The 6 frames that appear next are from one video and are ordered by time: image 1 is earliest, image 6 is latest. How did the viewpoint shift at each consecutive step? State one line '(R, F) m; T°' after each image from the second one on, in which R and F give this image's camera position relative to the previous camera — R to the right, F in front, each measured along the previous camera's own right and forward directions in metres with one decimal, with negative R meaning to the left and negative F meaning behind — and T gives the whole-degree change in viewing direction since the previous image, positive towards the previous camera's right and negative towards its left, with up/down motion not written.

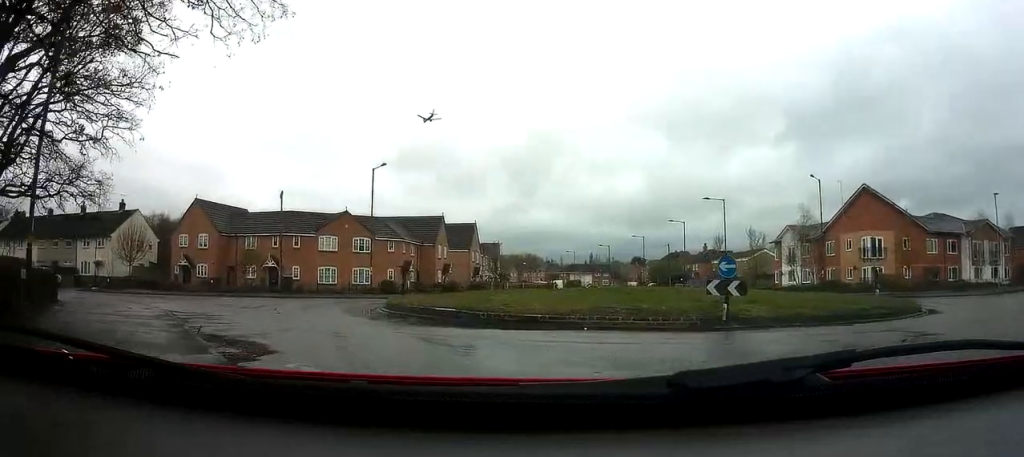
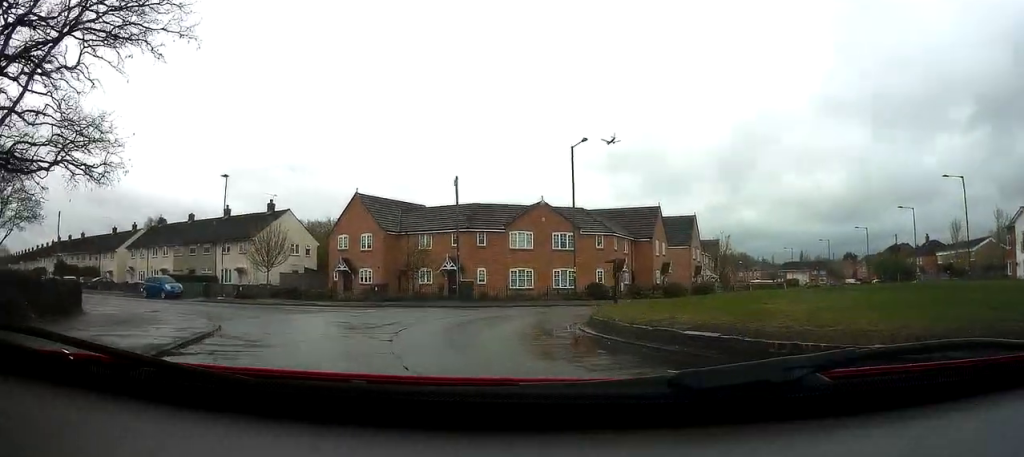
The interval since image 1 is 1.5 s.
(-1.5, +9.3) m; -17°
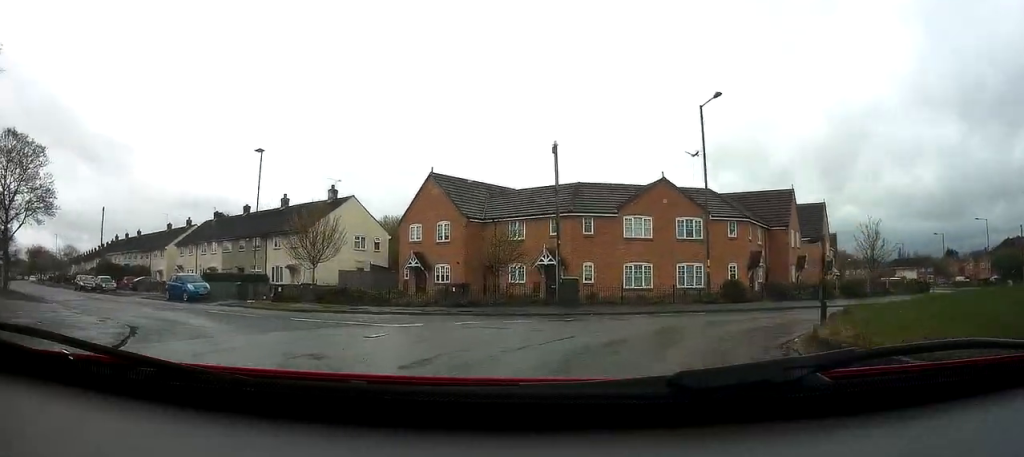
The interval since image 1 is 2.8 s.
(-0.8, +8.8) m; -4°
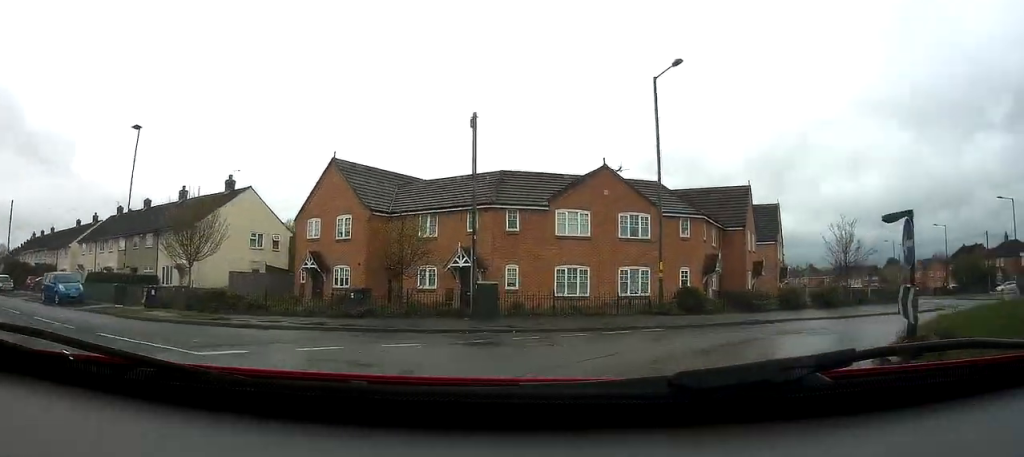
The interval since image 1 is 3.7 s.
(+0.1, +5.6) m; +5°
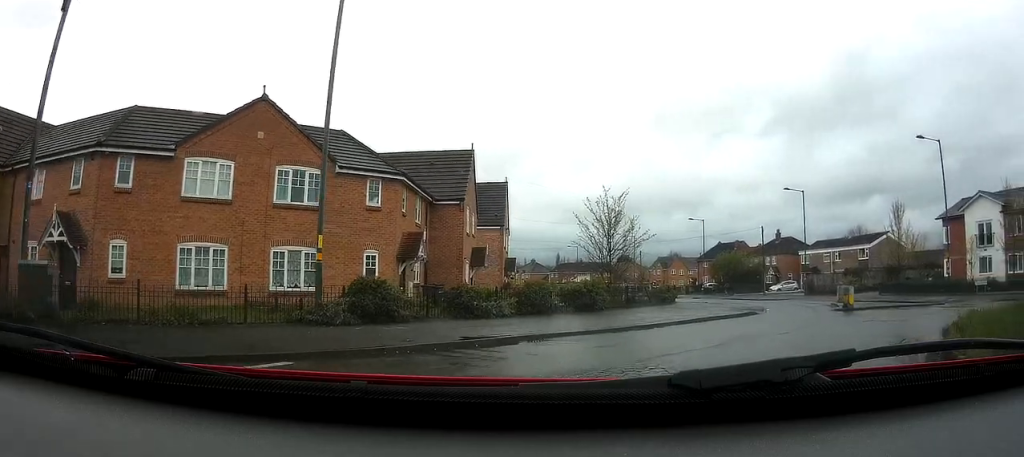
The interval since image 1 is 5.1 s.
(+1.0, +9.6) m; +20°
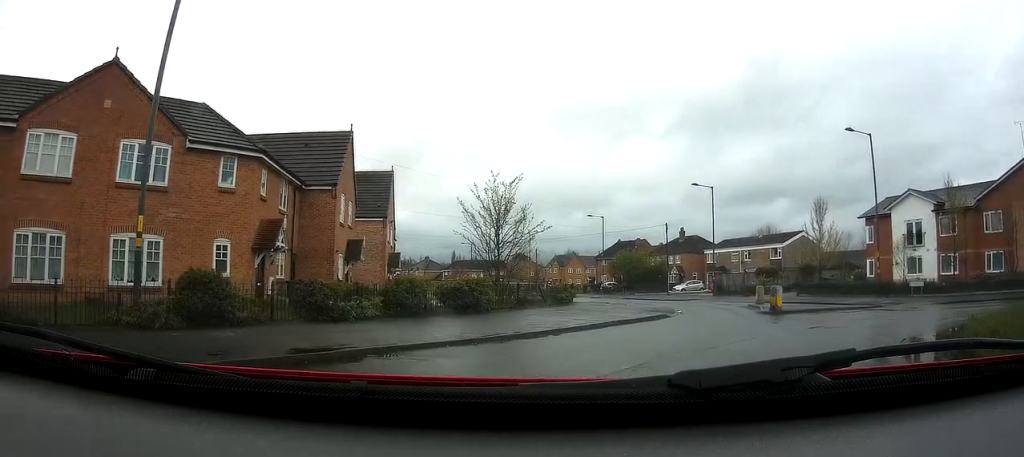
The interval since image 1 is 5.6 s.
(+0.5, +3.1) m; +8°
